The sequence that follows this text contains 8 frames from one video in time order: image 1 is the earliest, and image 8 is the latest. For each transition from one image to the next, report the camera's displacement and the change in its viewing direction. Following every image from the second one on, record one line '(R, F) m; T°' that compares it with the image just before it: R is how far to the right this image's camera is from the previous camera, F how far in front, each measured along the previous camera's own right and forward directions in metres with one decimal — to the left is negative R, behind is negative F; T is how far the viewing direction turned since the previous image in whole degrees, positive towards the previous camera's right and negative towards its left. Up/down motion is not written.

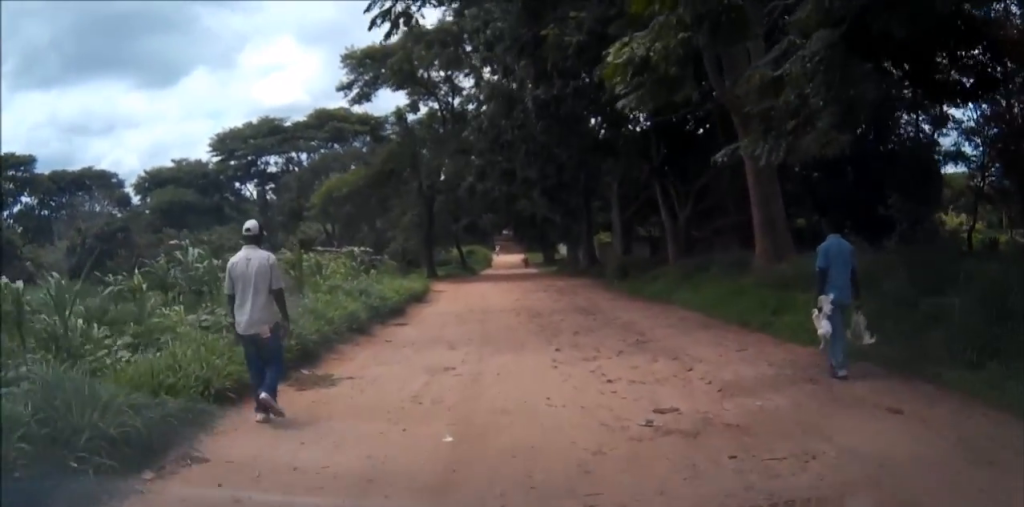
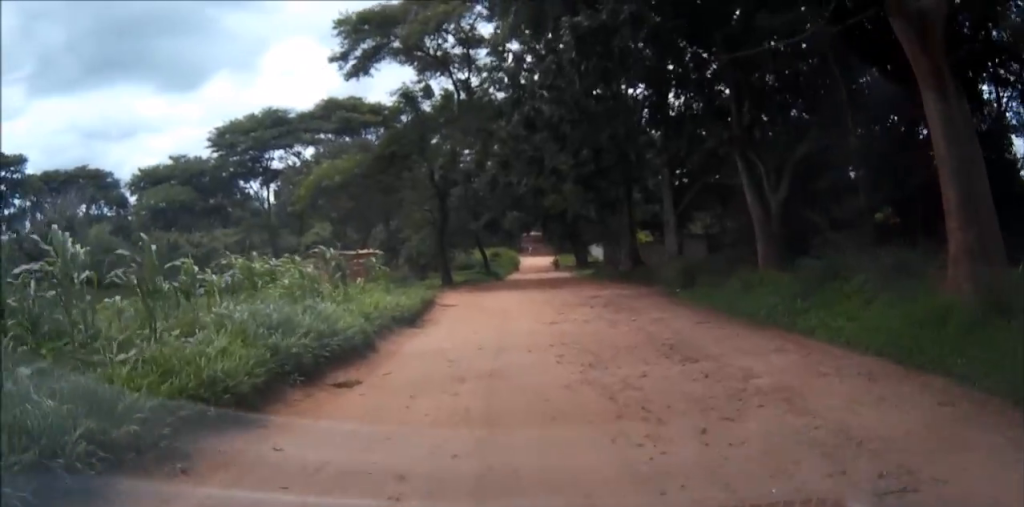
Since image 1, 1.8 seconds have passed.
(-0.3, +7.1) m; -6°
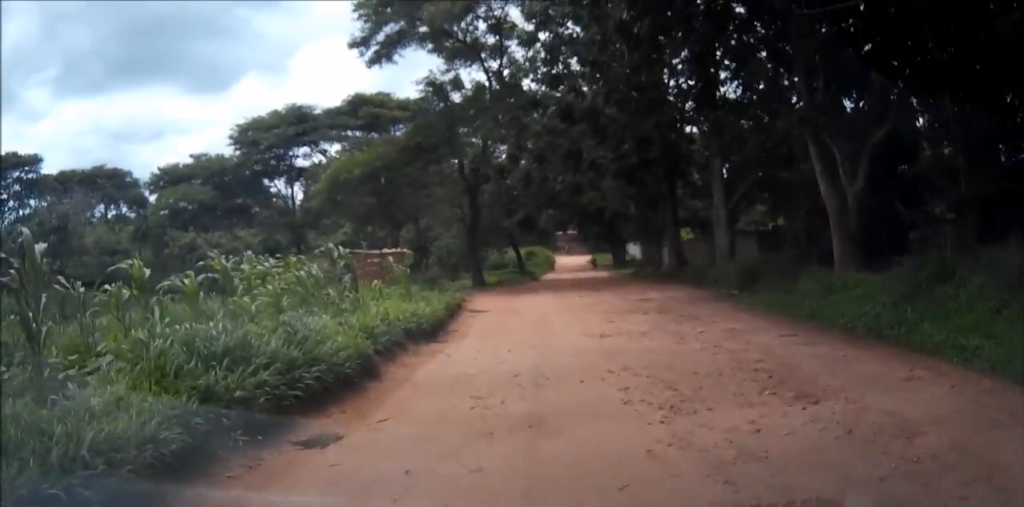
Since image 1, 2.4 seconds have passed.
(0.0, +2.7) m; -2°
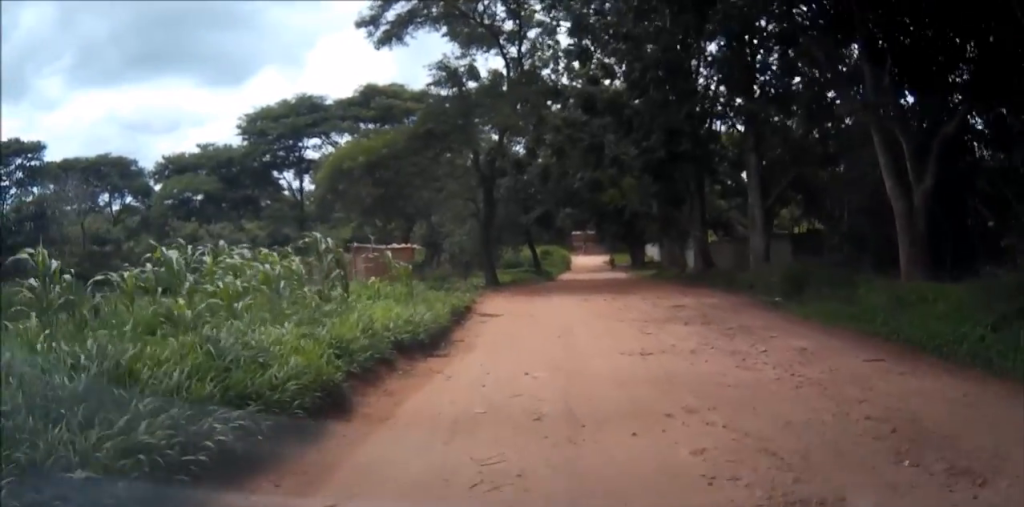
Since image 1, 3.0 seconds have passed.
(-0.1, +2.4) m; 0°
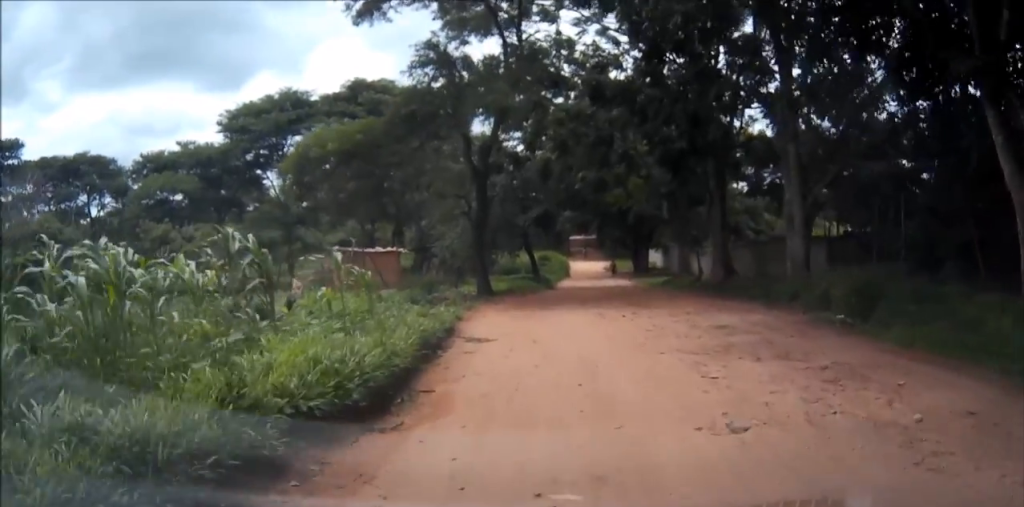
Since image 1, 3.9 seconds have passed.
(0.0, +4.0) m; +1°
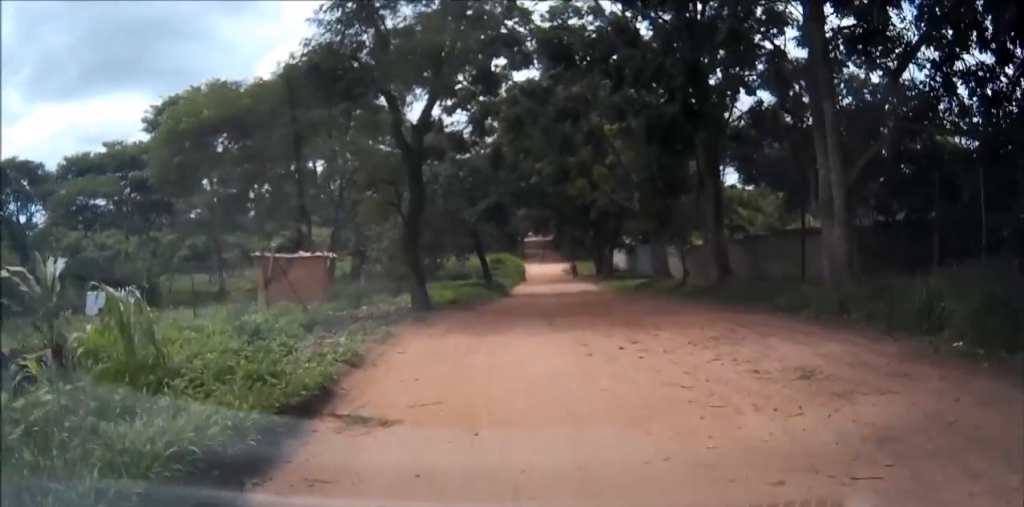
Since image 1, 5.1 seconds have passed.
(+0.1, +6.0) m; 0°
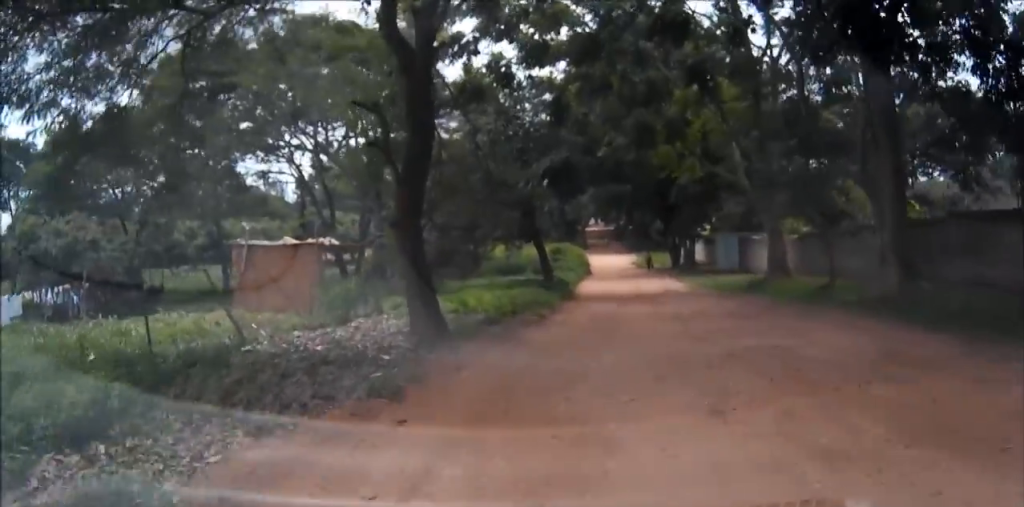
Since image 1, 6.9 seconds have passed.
(-0.2, +9.8) m; 0°
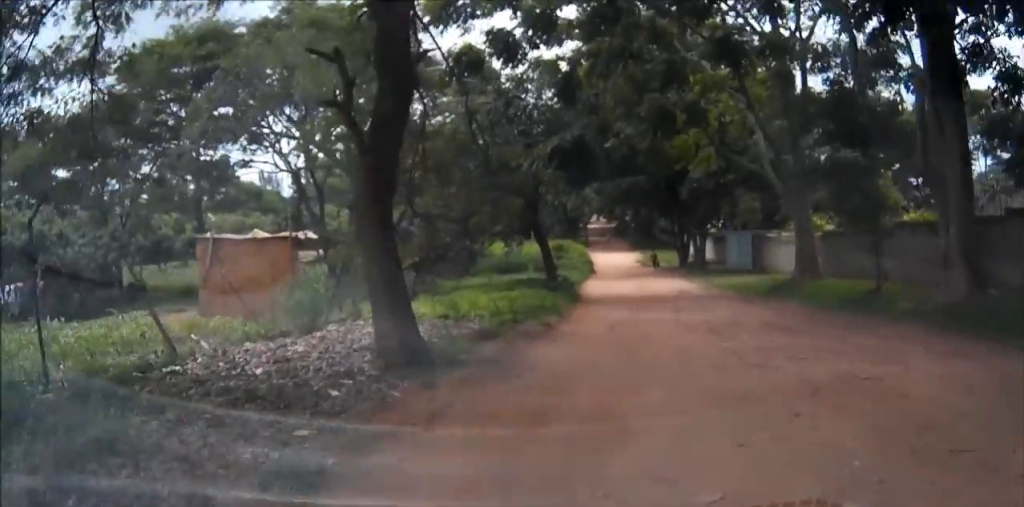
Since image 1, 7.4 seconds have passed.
(-0.1, +3.0) m; +2°
